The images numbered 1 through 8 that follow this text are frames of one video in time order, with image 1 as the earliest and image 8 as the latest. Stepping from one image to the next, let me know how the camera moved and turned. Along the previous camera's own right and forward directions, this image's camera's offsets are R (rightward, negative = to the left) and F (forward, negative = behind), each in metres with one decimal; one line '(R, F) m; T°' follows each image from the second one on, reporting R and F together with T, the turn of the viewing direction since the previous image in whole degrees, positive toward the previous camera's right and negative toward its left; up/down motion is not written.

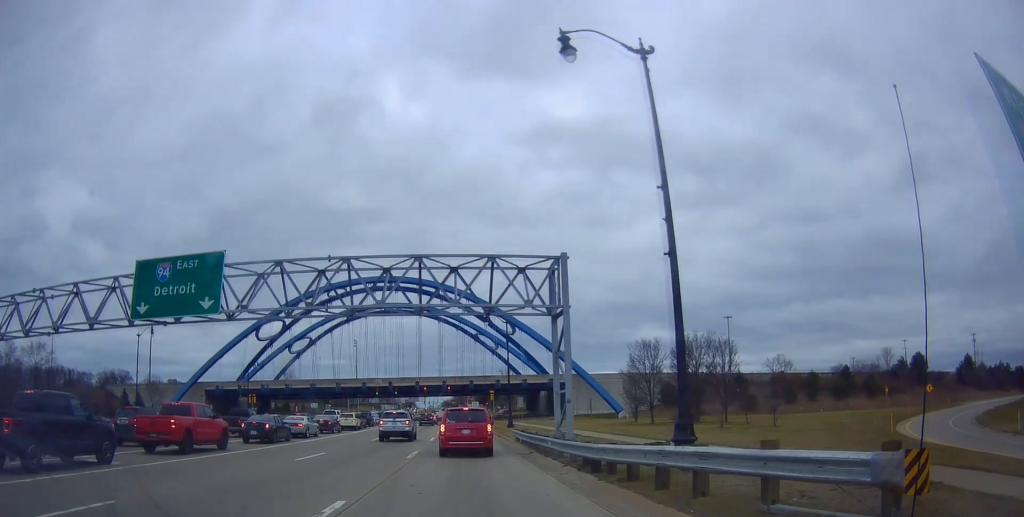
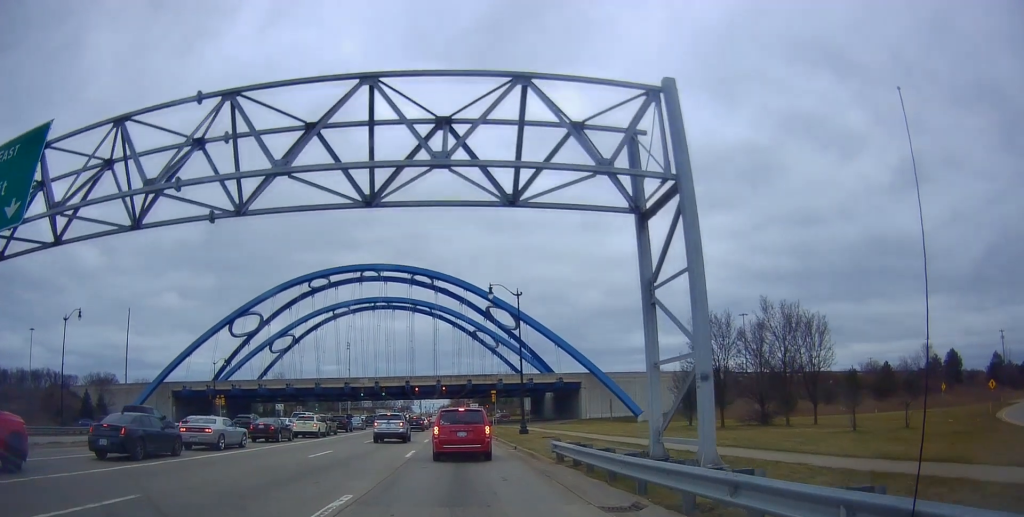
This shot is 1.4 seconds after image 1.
(-0.1, +16.7) m; +2°
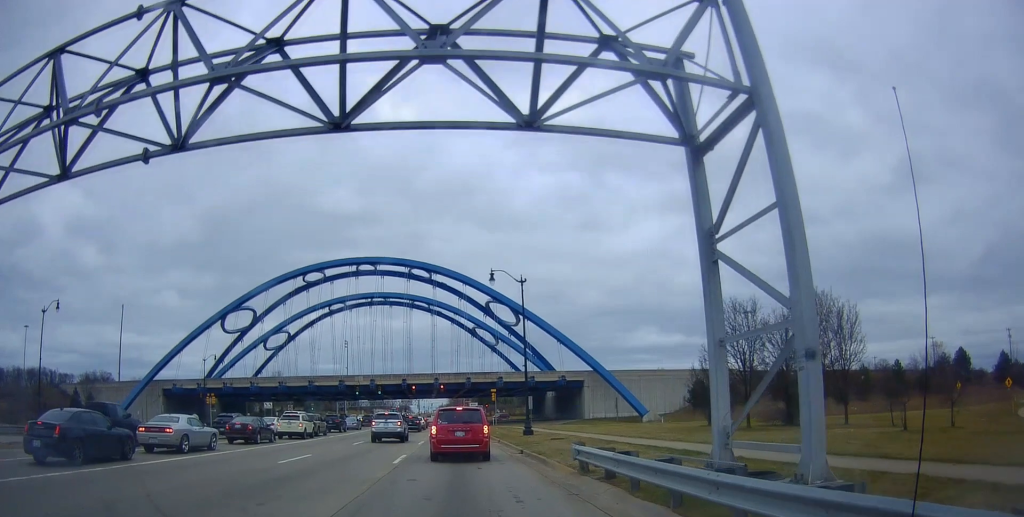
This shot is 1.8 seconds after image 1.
(+0.3, +4.3) m; 0°
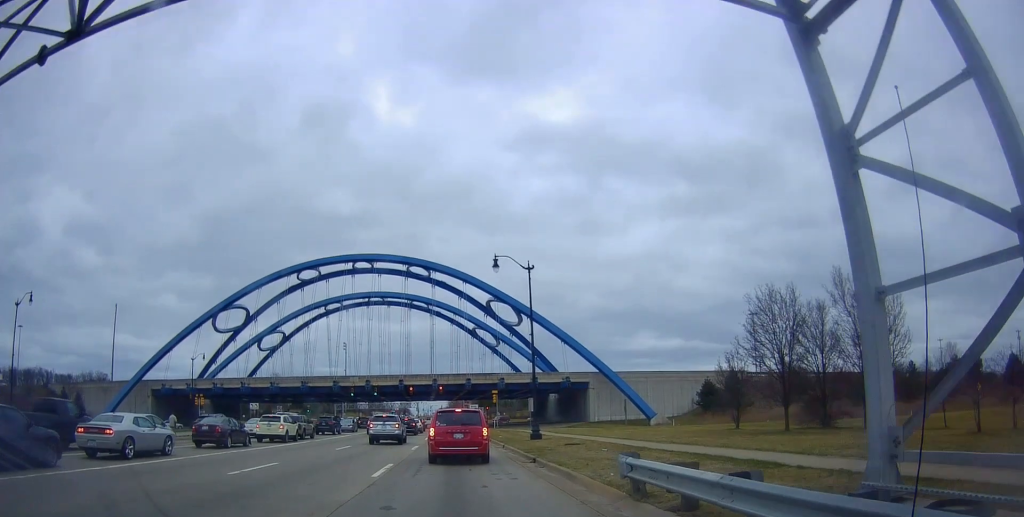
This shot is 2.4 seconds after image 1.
(+0.4, +5.6) m; +1°
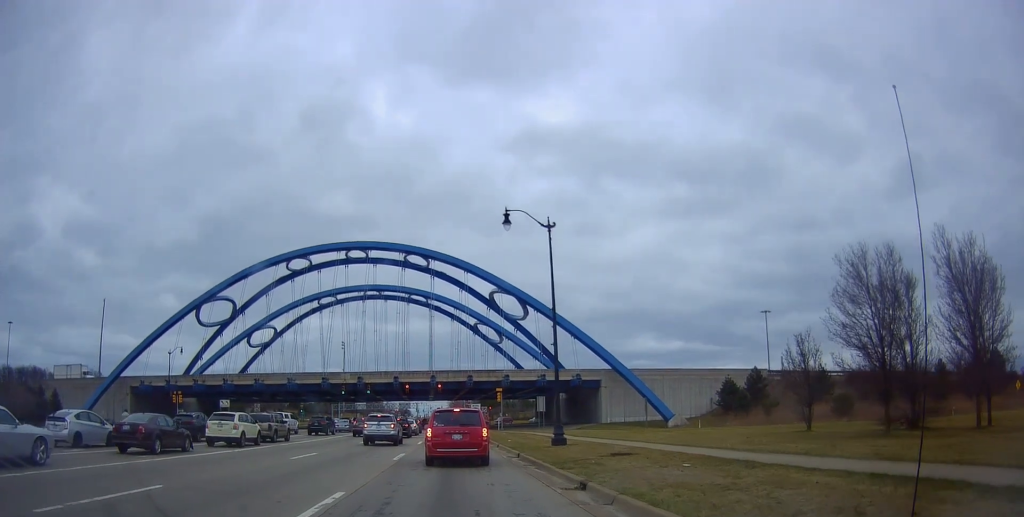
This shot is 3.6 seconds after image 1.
(-0.7, +10.1) m; -5°
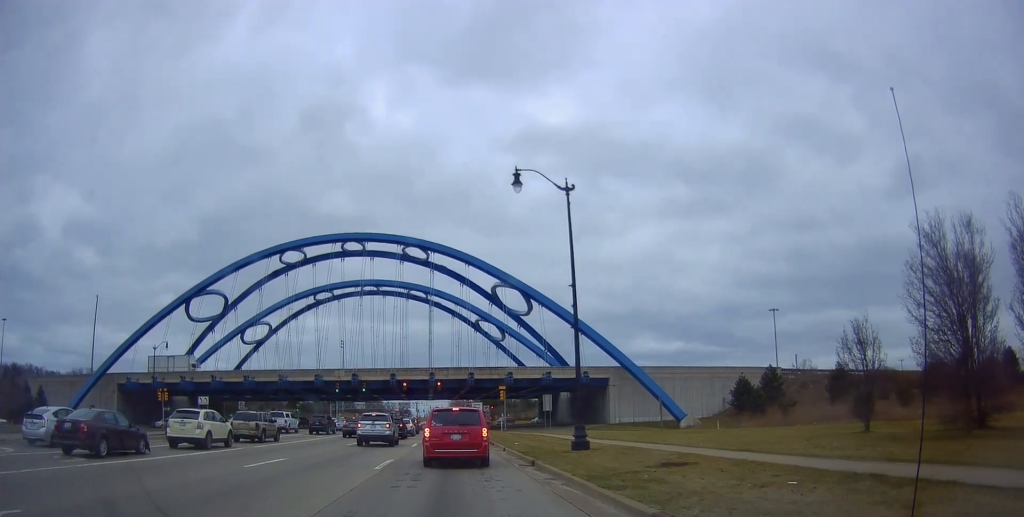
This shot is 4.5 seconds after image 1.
(0.0, +6.0) m; 0°
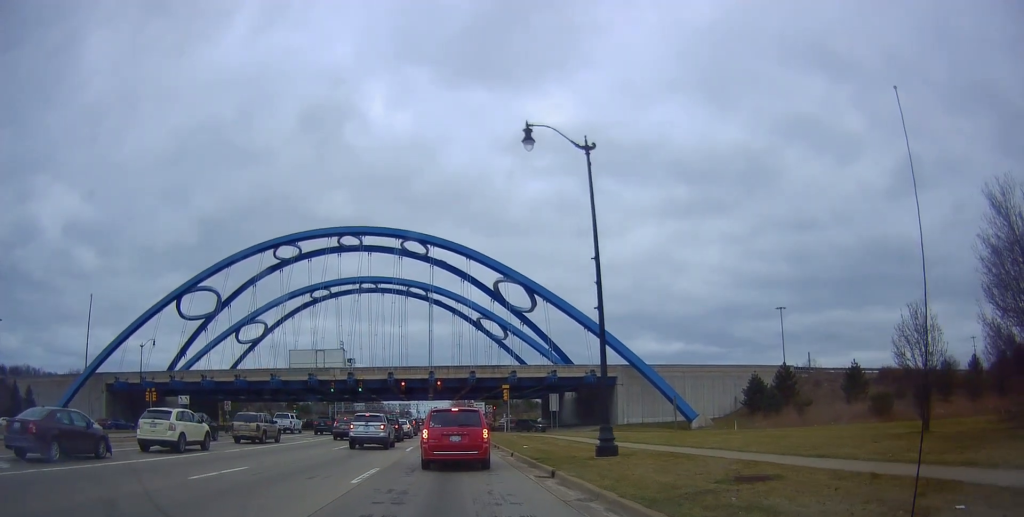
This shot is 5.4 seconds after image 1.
(0.0, +4.6) m; 0°
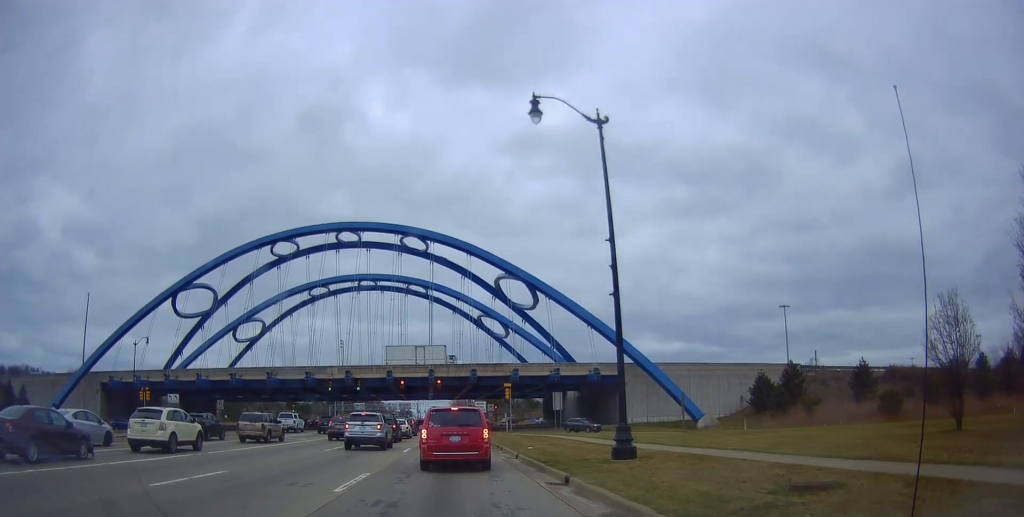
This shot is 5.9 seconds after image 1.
(0.0, +2.1) m; 0°
